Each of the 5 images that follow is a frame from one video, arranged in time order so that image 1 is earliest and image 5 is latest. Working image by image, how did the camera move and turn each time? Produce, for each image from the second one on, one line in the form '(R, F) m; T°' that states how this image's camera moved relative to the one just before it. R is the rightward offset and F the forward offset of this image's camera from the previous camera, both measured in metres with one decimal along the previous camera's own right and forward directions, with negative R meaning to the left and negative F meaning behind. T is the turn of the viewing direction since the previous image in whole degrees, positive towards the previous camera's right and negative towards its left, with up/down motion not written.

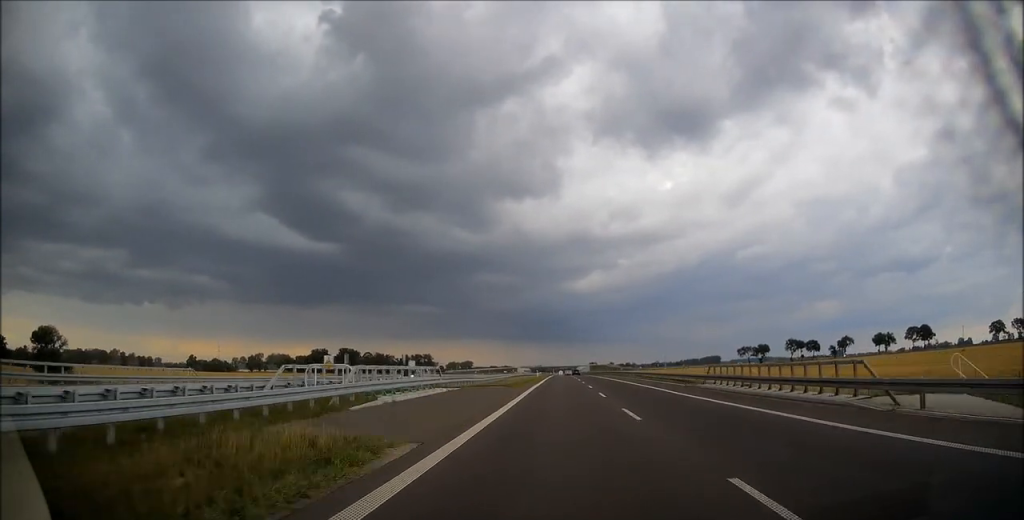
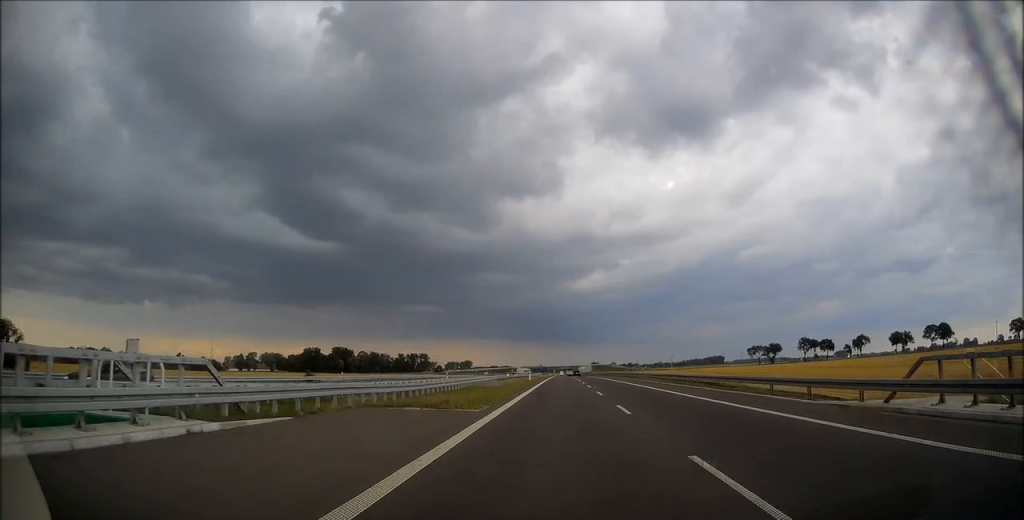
(-0.1, +22.3) m; 0°
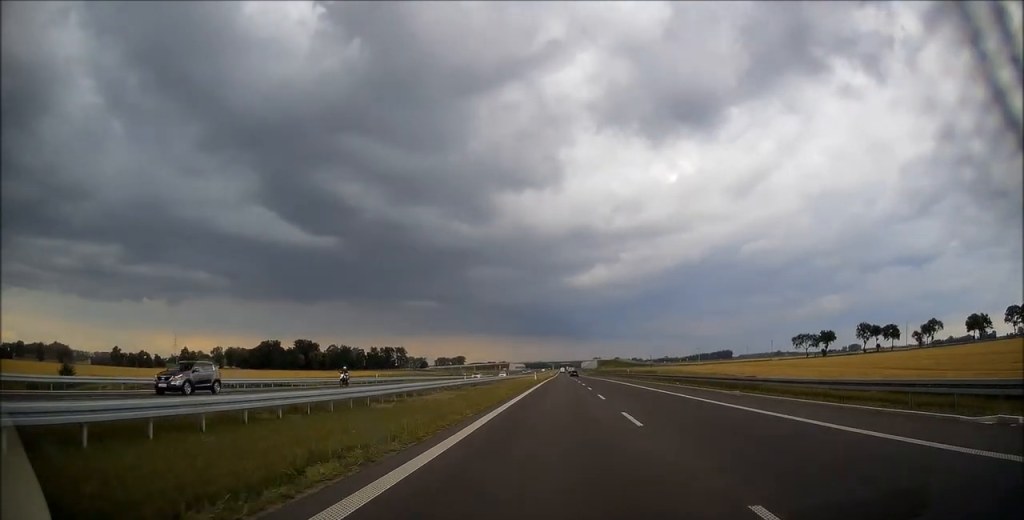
(+0.3, +87.9) m; 0°
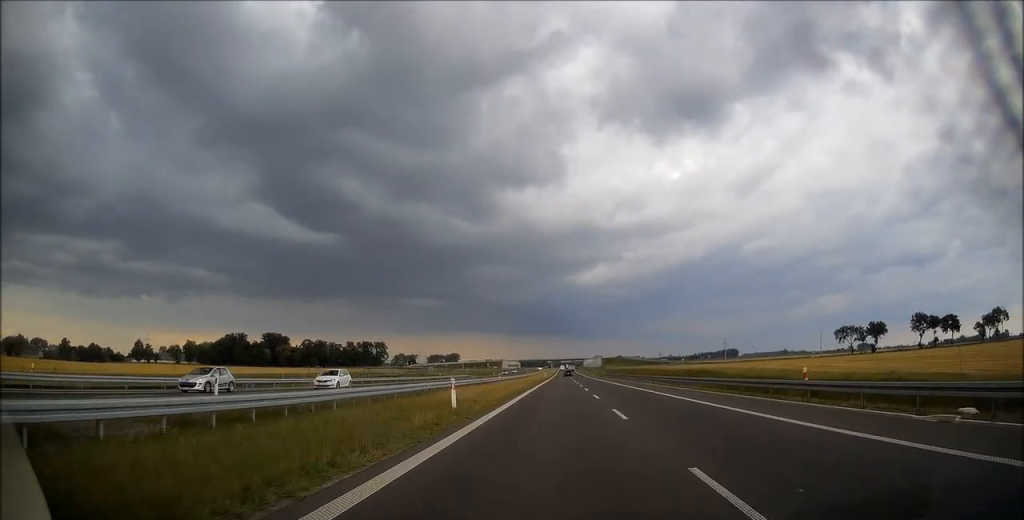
(-0.1, +57.7) m; 0°
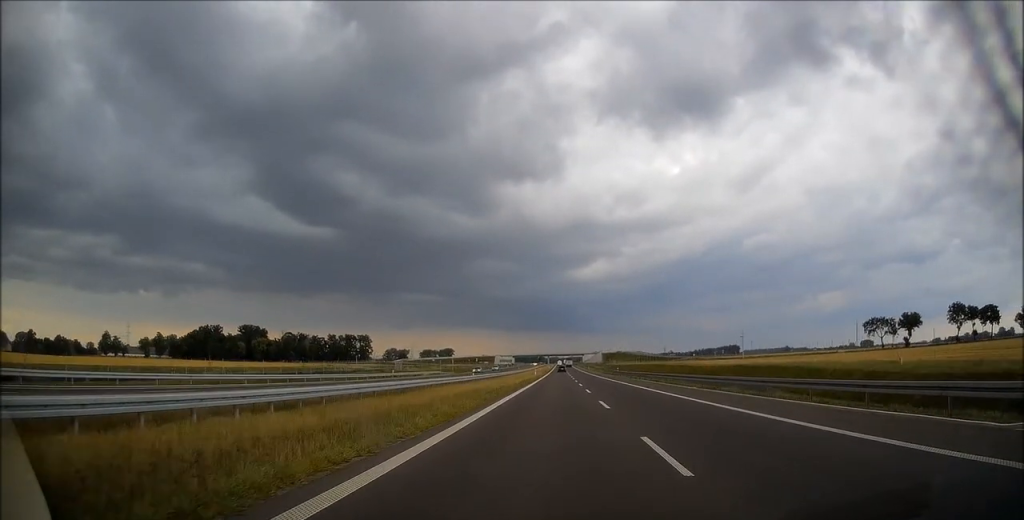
(0.0, +32.4) m; 0°
